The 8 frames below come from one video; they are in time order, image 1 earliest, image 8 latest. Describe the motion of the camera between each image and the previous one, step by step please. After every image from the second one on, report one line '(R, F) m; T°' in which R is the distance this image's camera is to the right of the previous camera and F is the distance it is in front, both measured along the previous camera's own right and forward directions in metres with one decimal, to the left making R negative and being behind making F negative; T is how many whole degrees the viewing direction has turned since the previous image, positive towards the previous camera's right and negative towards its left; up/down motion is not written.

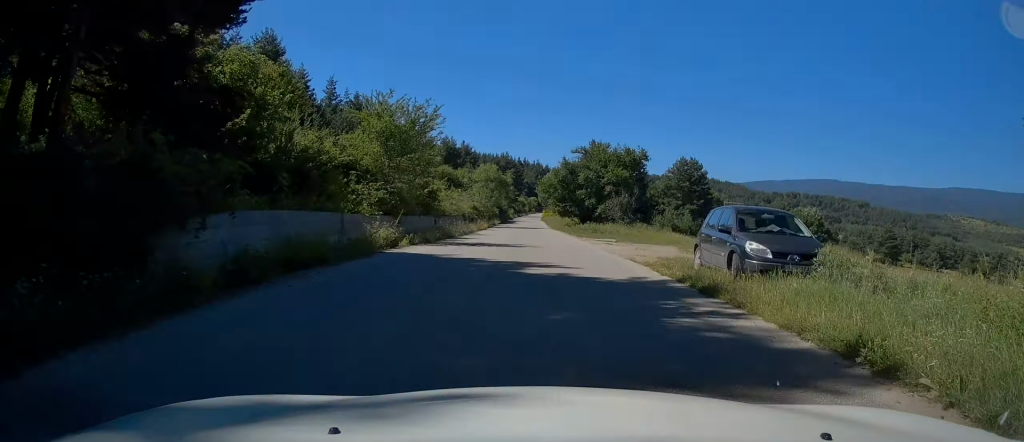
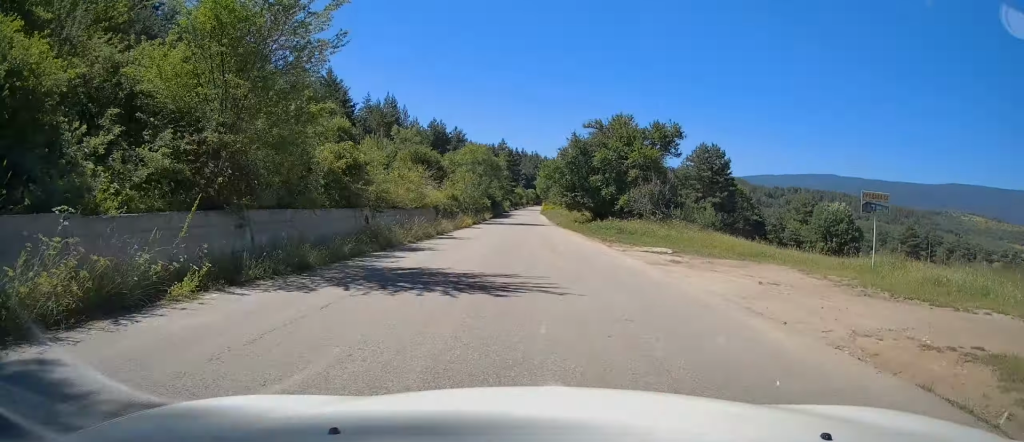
(0.0, +14.2) m; 0°
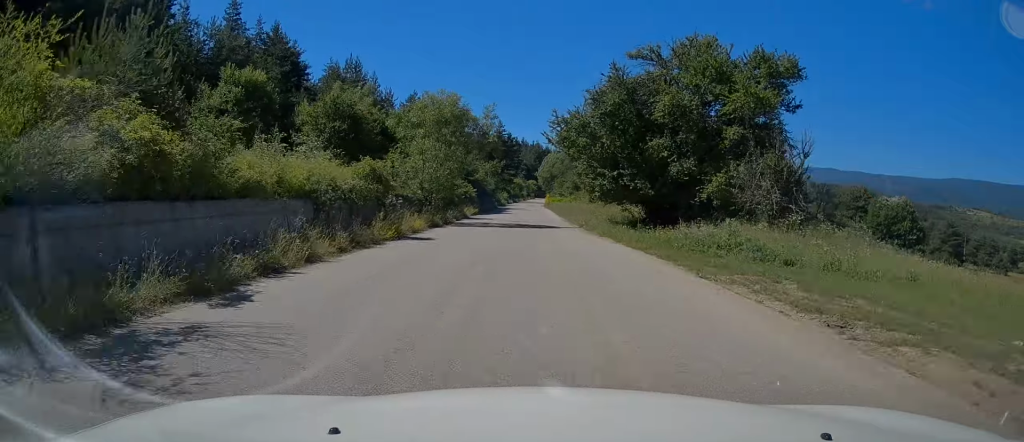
(+0.1, +21.5) m; 0°
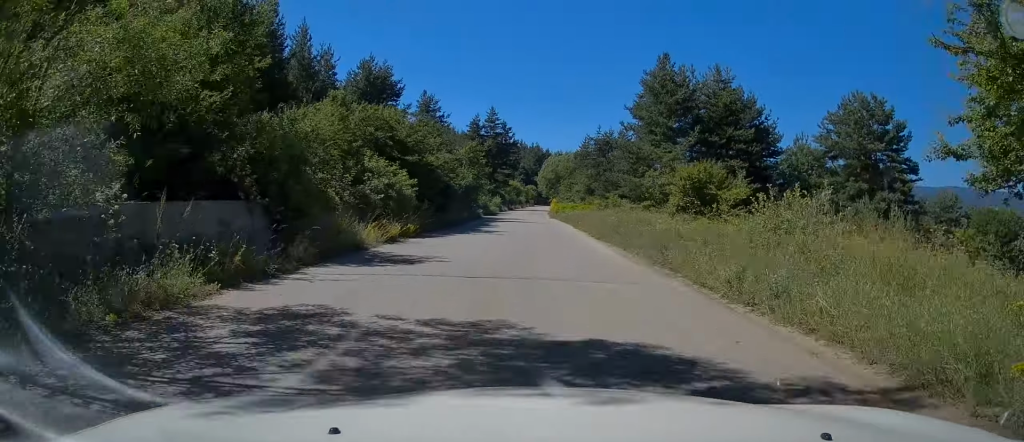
(-0.2, +28.2) m; 0°
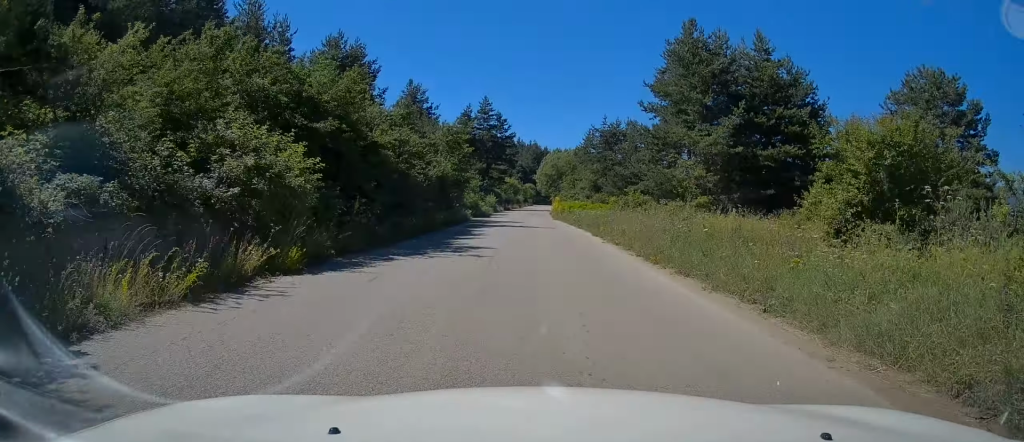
(+0.1, +11.0) m; 0°
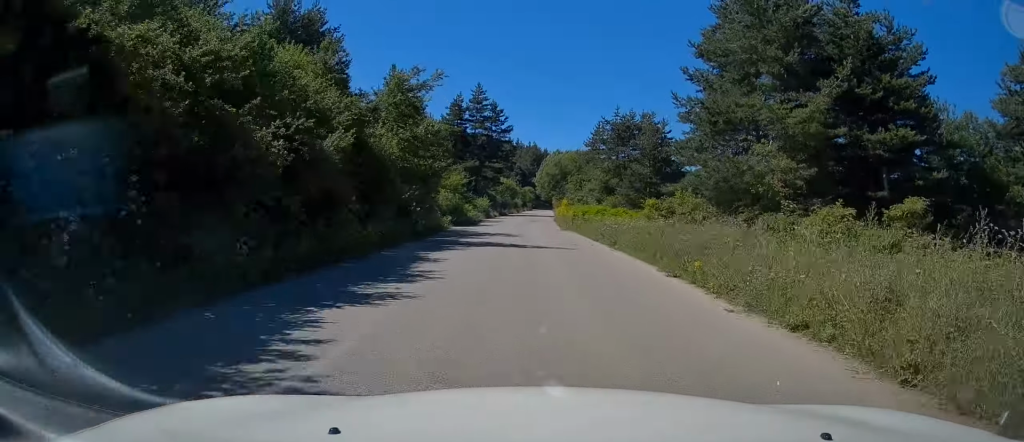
(0.0, +13.1) m; 0°
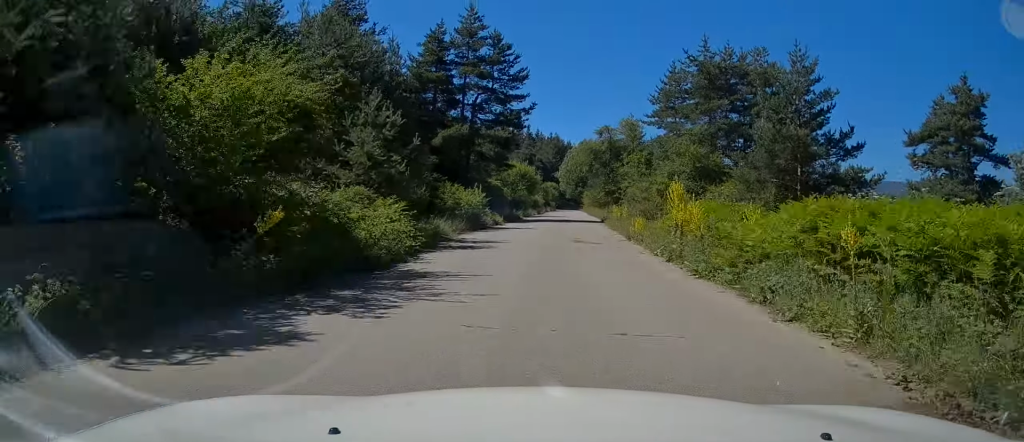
(+0.6, +33.6) m; +2°
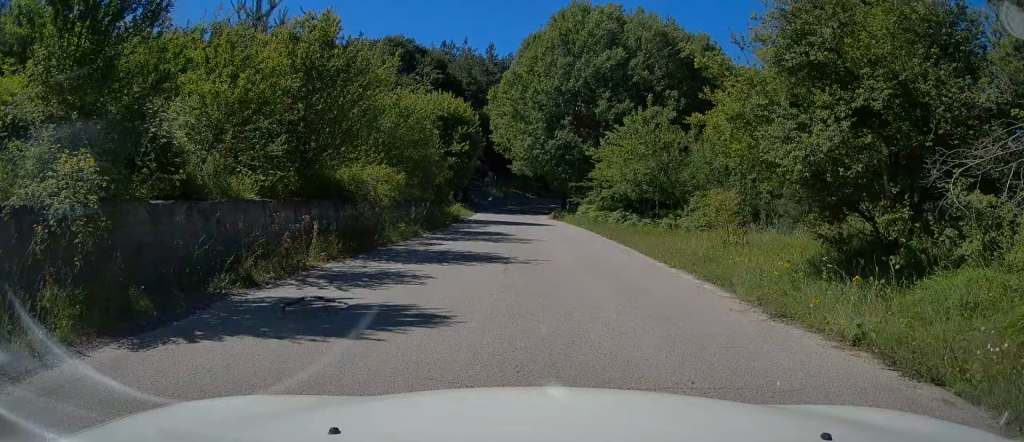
(+0.1, +23.2) m; 0°
